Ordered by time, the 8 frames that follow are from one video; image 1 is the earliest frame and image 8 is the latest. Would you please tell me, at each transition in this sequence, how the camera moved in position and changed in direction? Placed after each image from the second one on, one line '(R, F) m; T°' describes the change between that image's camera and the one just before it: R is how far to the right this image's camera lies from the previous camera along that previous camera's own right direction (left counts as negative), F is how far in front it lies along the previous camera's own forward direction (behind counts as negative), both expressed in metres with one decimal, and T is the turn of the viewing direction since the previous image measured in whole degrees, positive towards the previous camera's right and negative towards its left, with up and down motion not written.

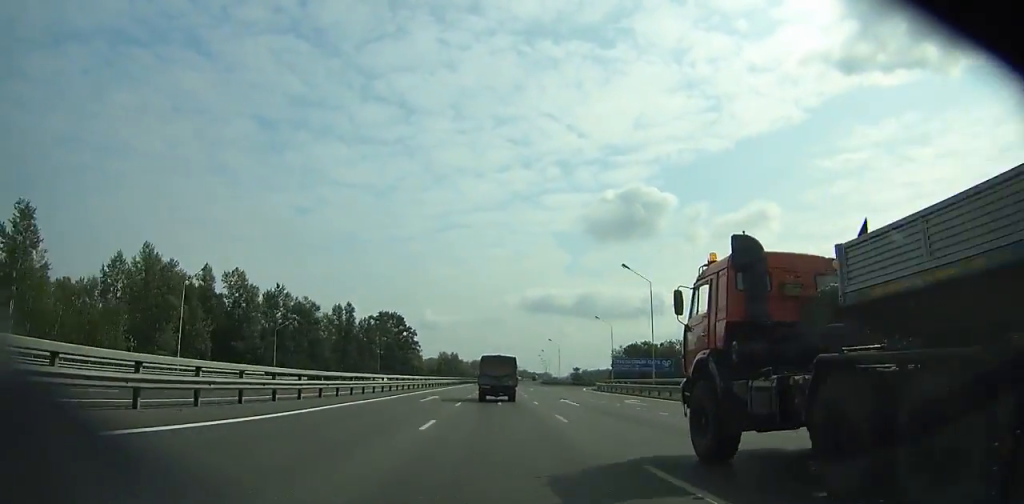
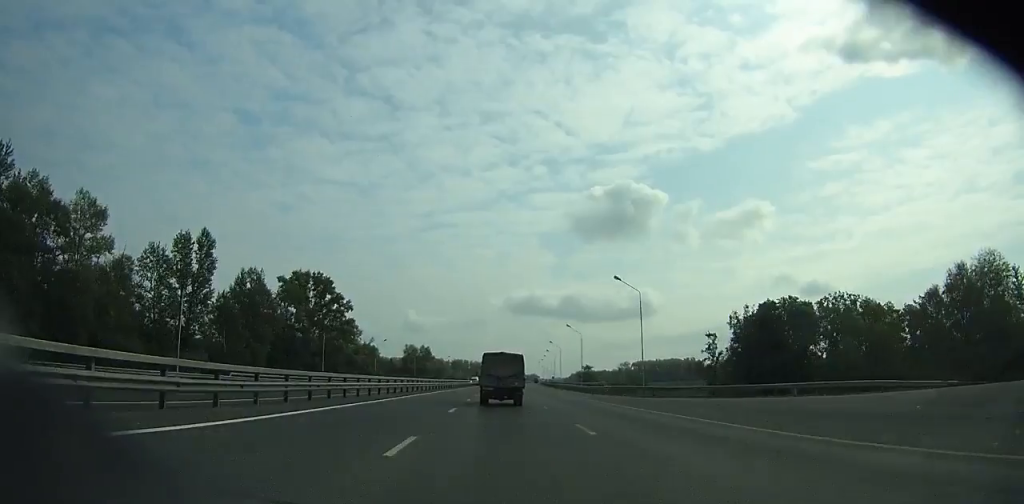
(+1.3, +91.1) m; +2°
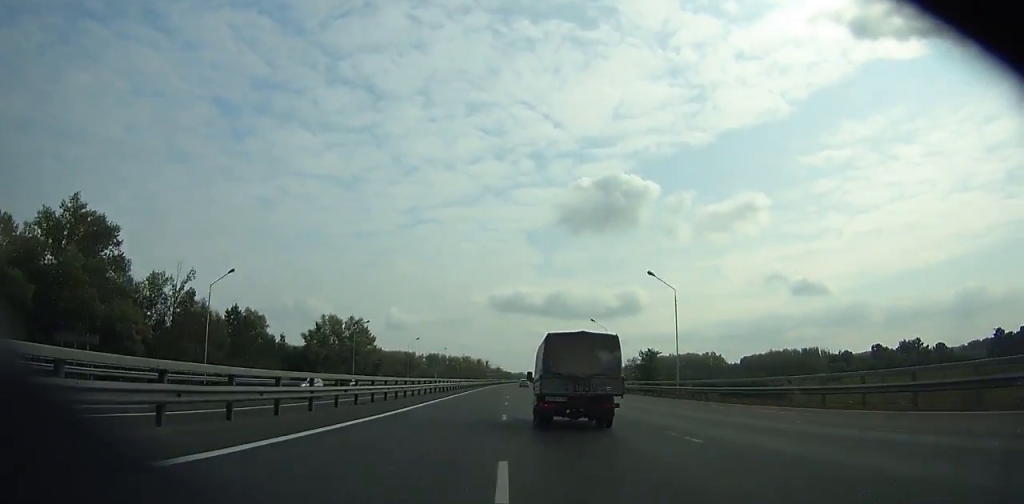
(+1.7, +122.9) m; +2°
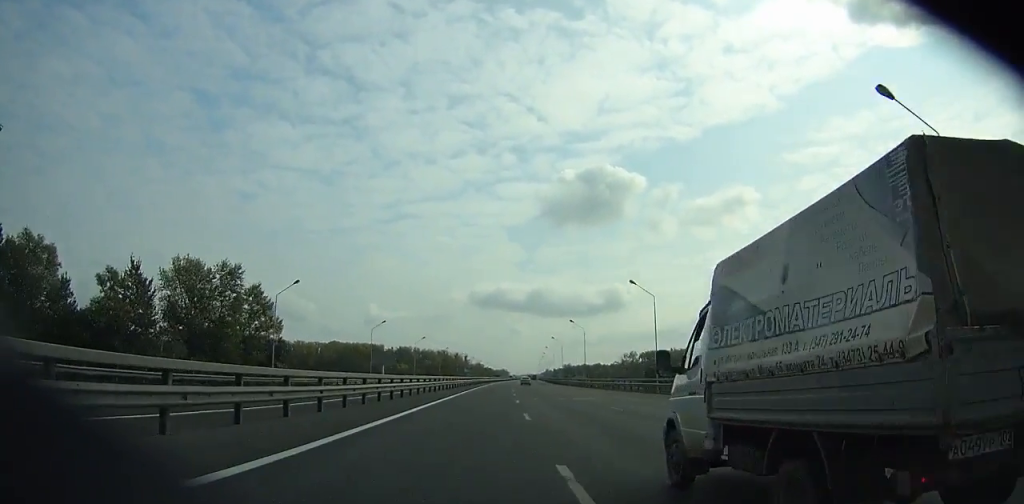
(+0.6, +70.8) m; +2°
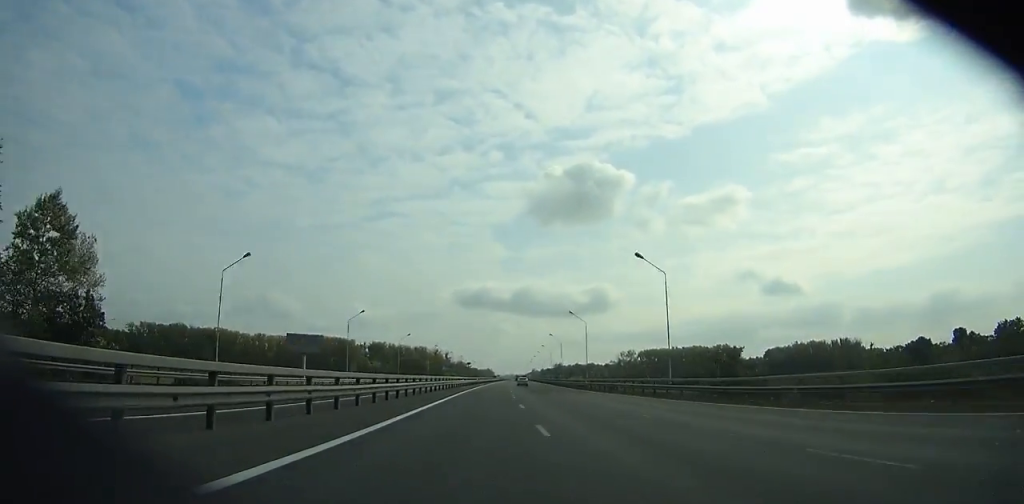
(+0.2, +50.7) m; +1°
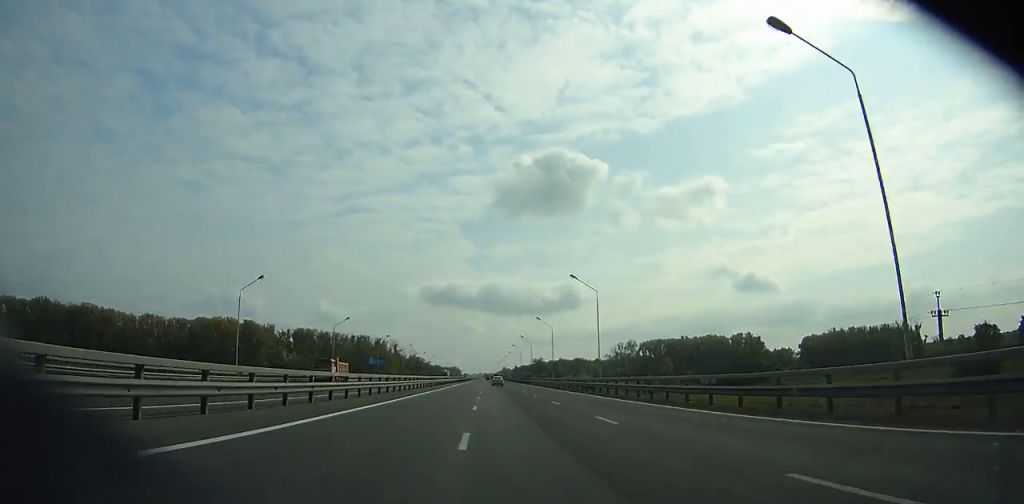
(+3.3, +110.4) m; +3°
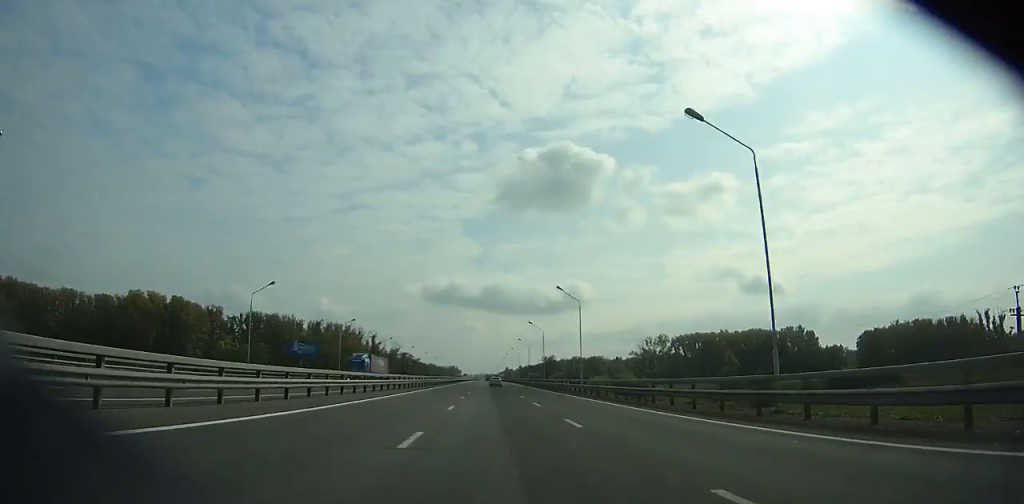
(+0.8, +72.0) m; 0°
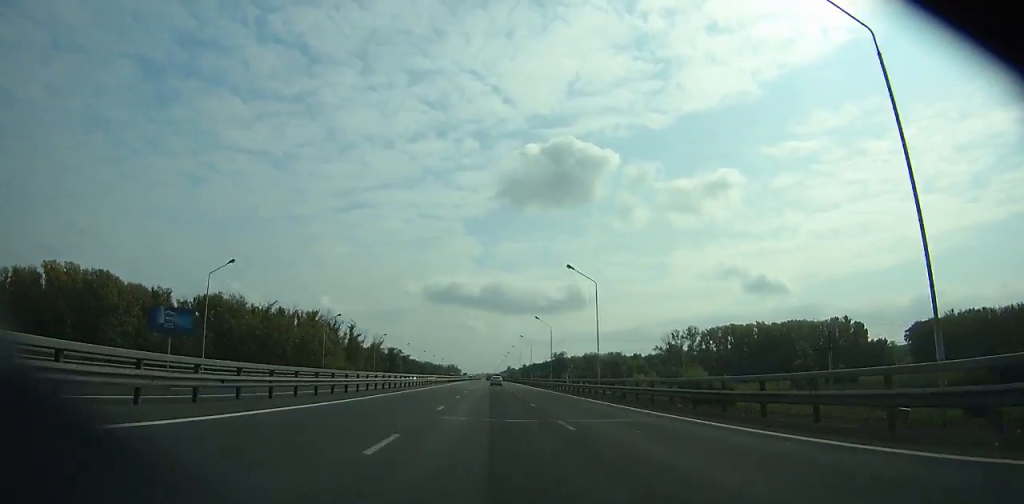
(-0.1, +50.1) m; 0°
